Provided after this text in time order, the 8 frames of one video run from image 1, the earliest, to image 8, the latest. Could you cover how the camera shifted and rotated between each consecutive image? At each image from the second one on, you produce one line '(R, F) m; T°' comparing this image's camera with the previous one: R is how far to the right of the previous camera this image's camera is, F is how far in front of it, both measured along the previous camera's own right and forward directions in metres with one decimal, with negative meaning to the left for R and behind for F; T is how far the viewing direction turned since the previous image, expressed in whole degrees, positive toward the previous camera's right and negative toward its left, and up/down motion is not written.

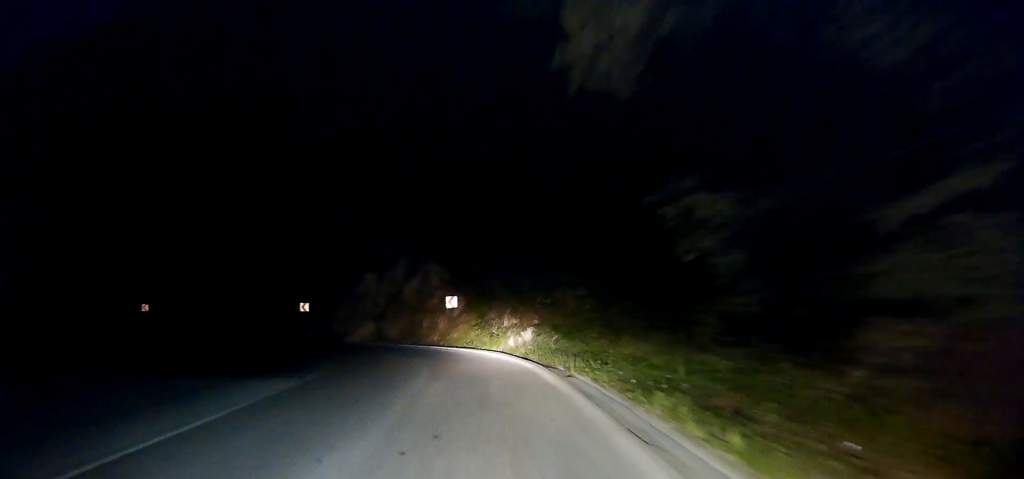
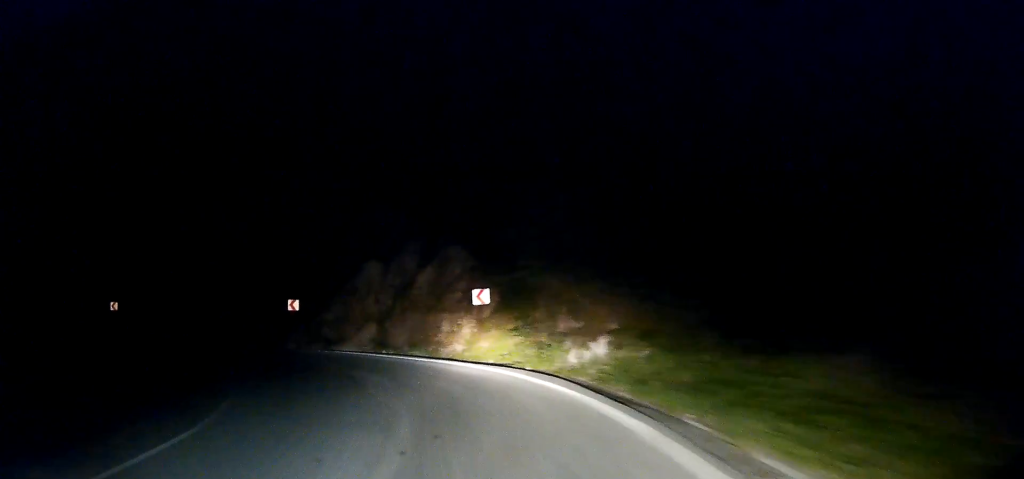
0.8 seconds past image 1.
(0.0, +10.4) m; -3°
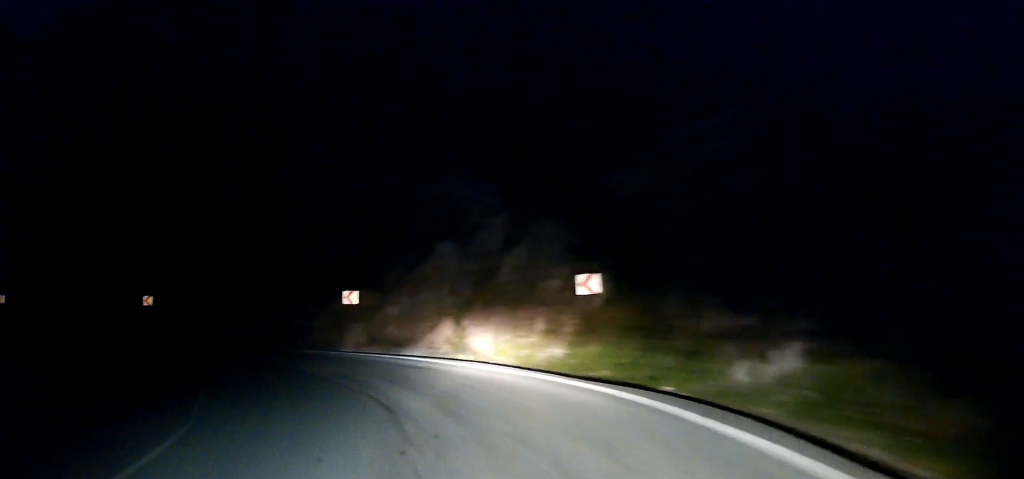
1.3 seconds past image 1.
(-0.3, +6.7) m; -6°
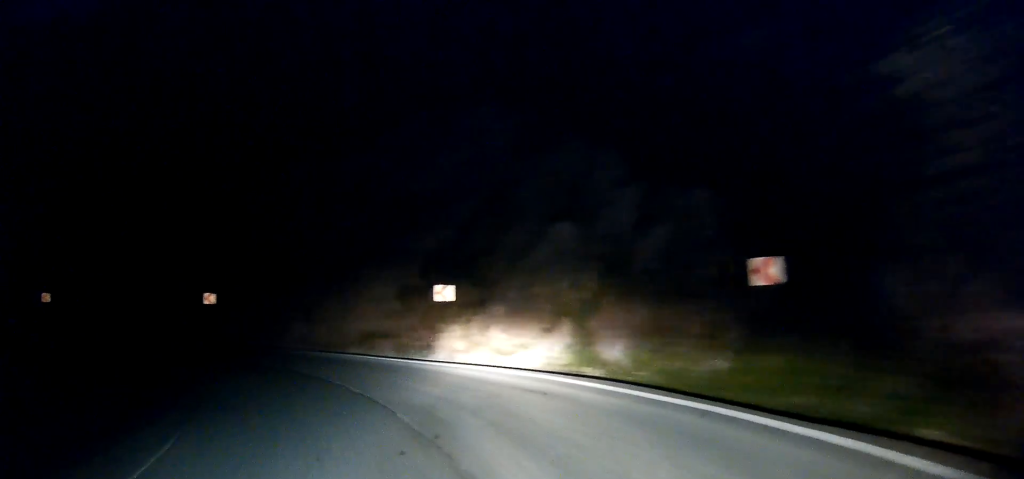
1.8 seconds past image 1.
(+0.2, +5.8) m; -6°
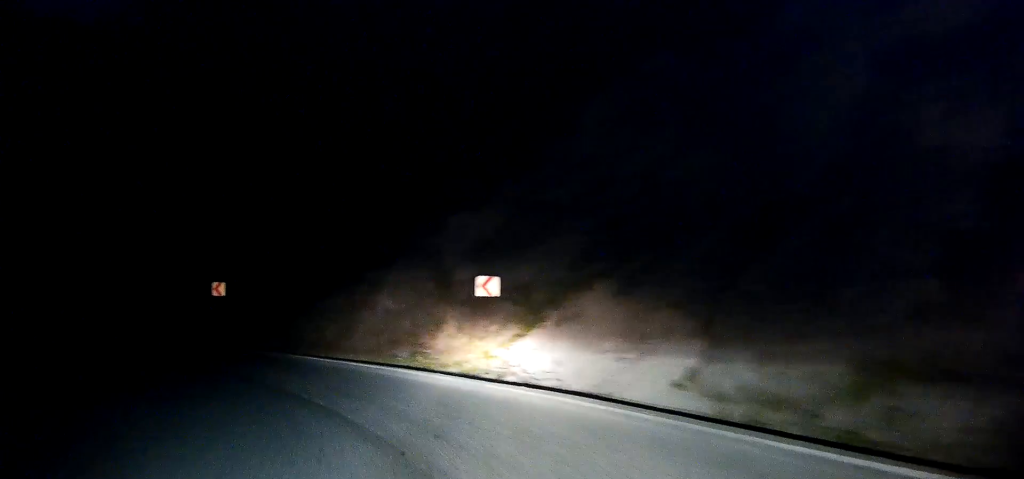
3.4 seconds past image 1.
(-3.6, +17.7) m; -18°
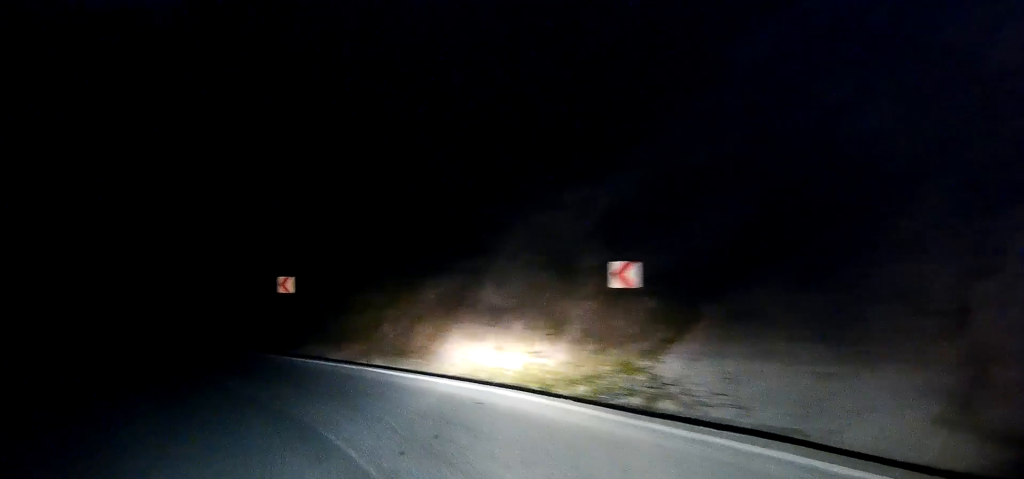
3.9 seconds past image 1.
(0.0, +5.0) m; -3°
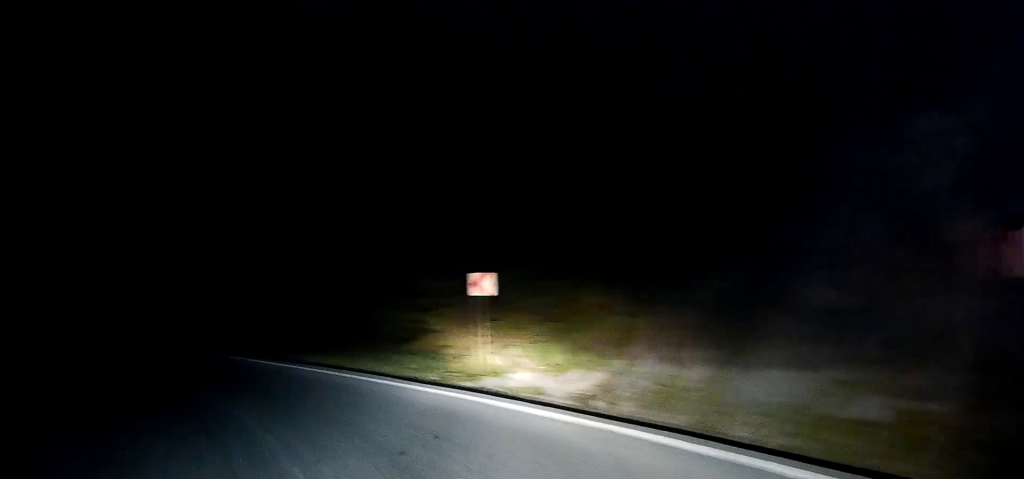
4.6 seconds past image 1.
(-0.5, +7.1) m; -14°
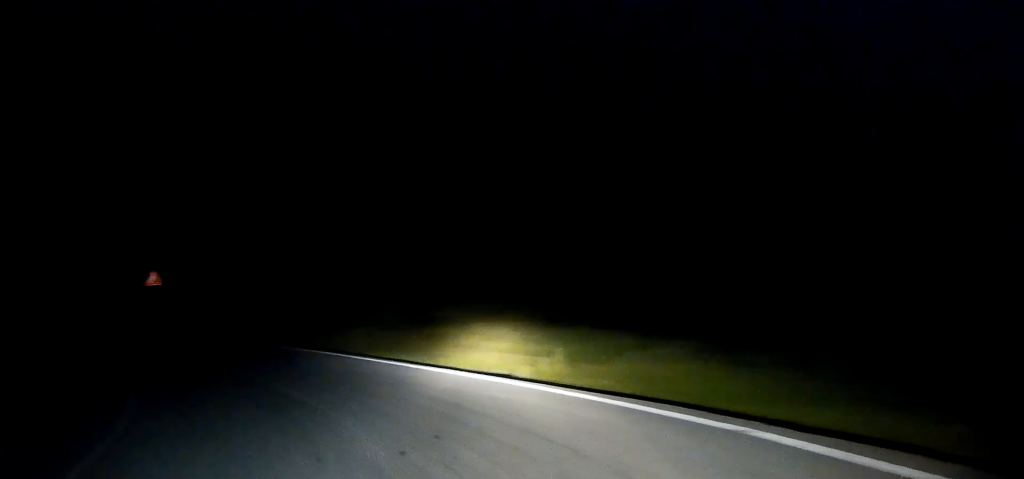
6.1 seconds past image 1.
(-4.3, +11.2) m; -51°
